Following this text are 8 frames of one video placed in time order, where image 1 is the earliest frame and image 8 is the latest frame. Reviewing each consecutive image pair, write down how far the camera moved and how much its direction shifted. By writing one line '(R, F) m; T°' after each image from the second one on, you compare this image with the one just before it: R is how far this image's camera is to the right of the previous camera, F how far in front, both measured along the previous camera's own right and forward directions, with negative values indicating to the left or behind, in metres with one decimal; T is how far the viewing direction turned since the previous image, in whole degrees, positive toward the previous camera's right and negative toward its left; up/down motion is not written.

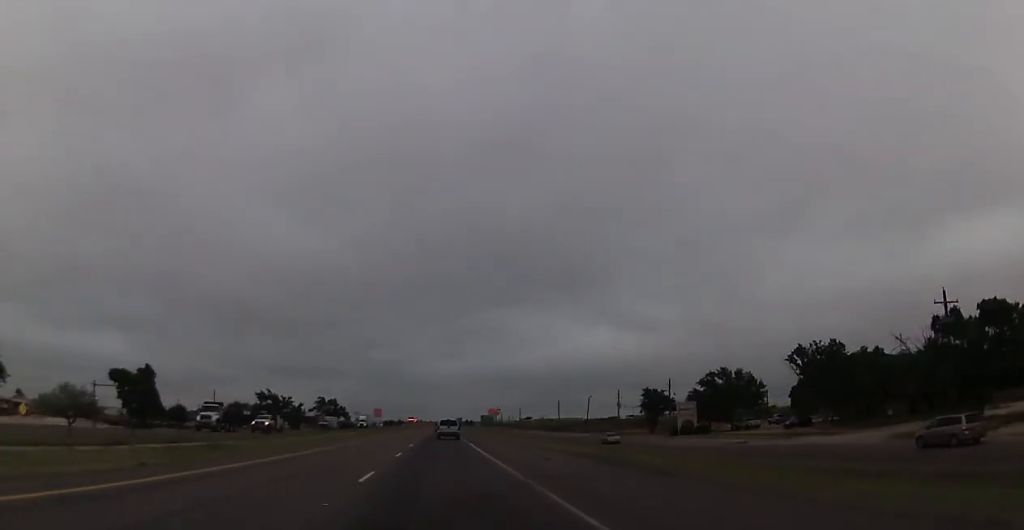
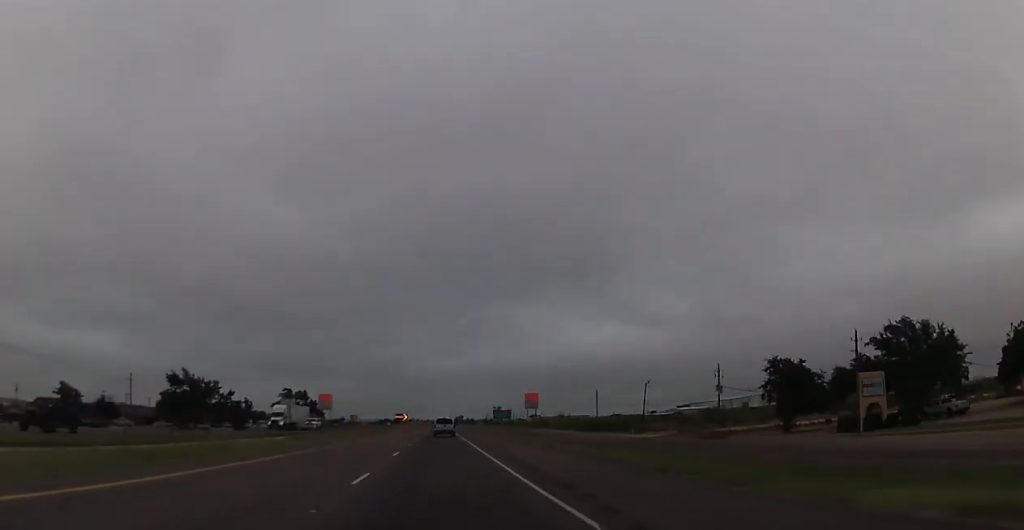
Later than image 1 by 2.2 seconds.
(+0.3, +49.4) m; -1°
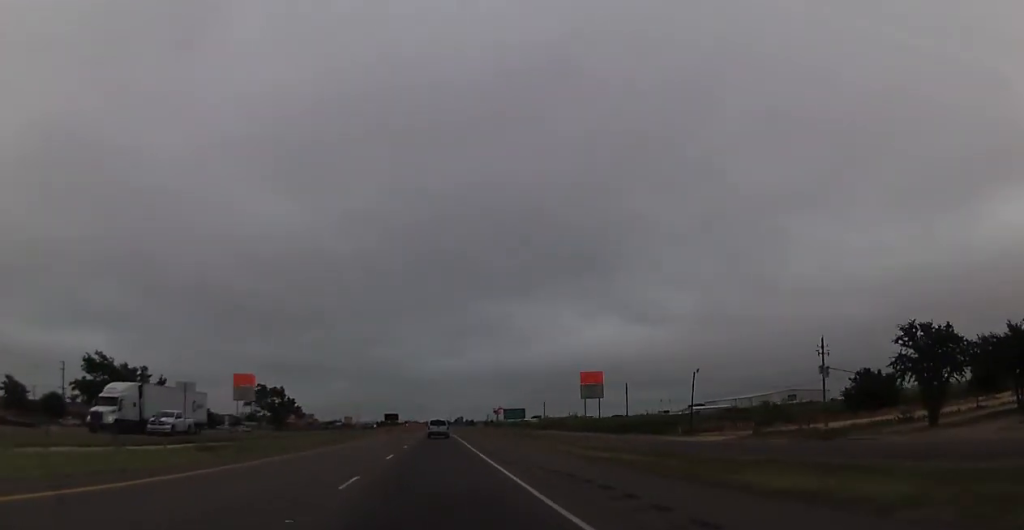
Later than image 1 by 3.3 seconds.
(-0.4, +25.2) m; 0°
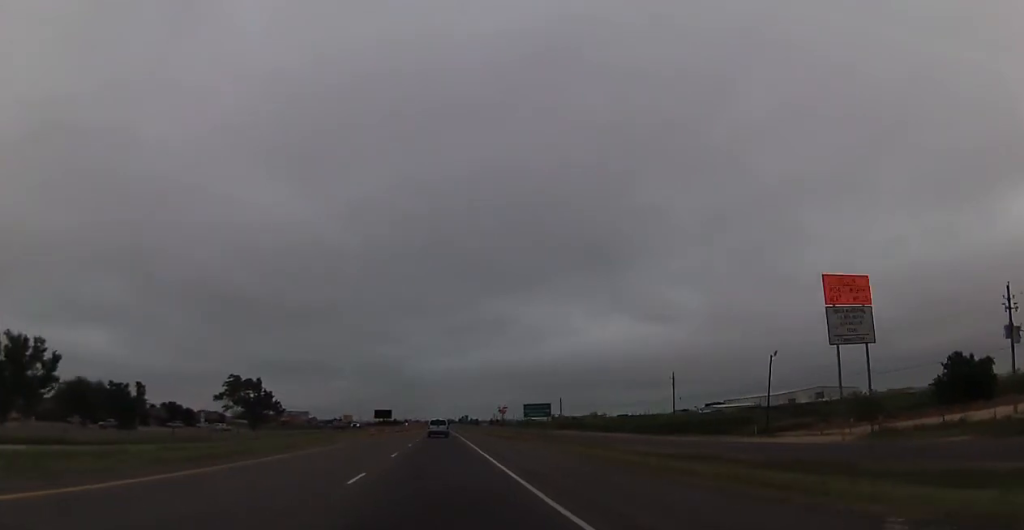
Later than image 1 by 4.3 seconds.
(+0.4, +23.6) m; +1°
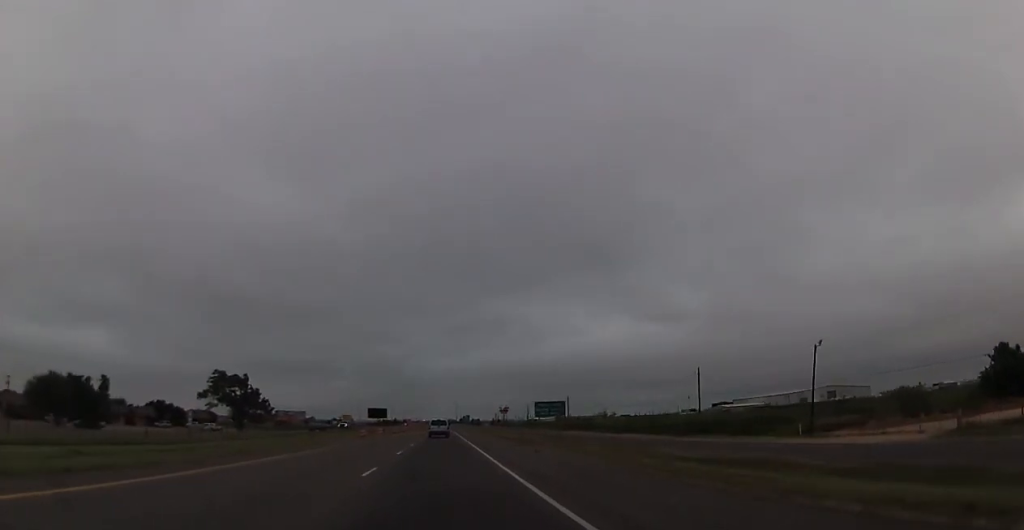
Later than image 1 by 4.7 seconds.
(0.0, +9.8) m; 0°
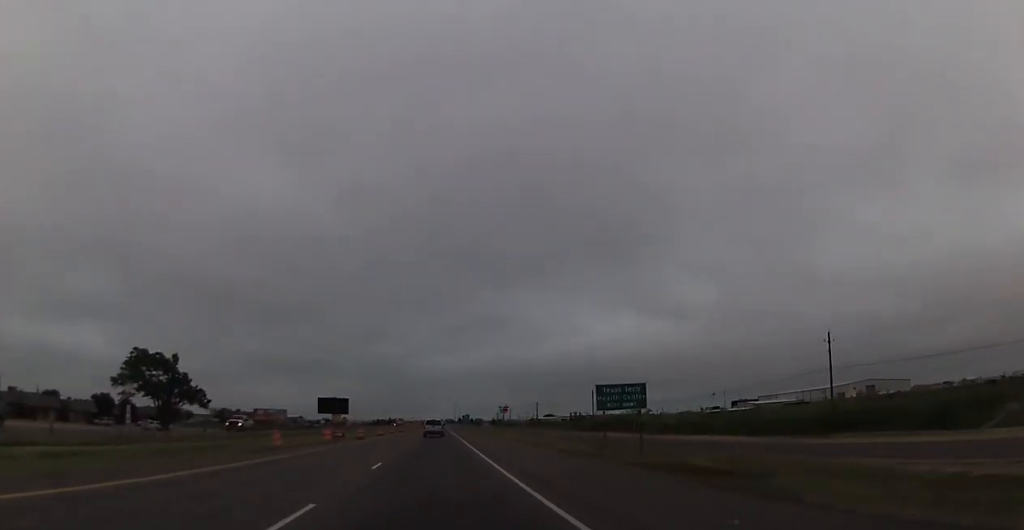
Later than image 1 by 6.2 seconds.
(0.0, +33.3) m; 0°
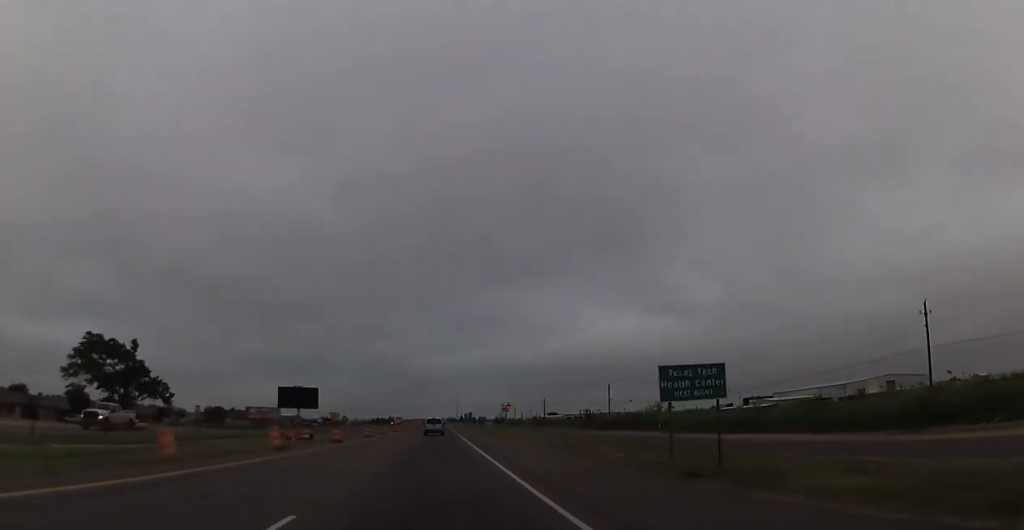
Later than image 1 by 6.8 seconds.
(0.0, +13.7) m; 0°
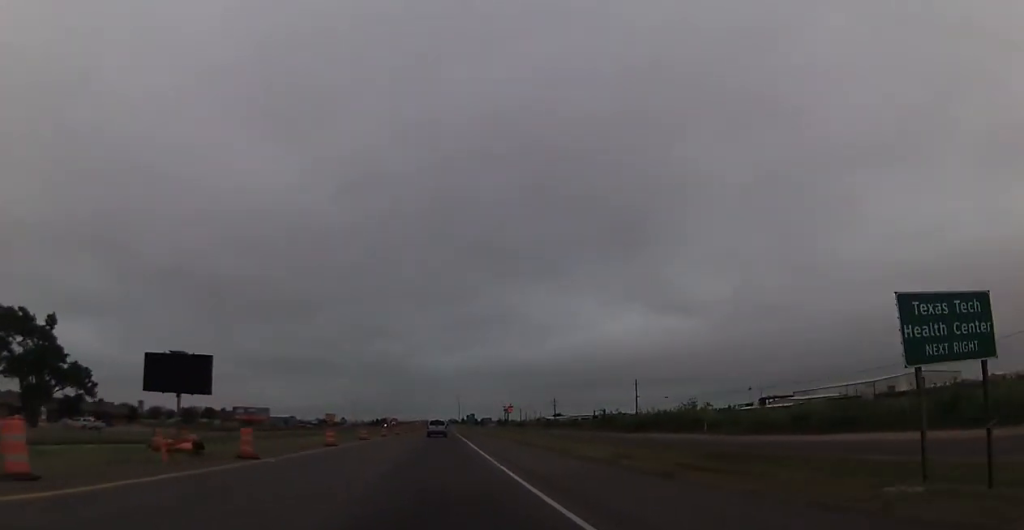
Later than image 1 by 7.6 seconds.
(-0.1, +19.0) m; -1°
